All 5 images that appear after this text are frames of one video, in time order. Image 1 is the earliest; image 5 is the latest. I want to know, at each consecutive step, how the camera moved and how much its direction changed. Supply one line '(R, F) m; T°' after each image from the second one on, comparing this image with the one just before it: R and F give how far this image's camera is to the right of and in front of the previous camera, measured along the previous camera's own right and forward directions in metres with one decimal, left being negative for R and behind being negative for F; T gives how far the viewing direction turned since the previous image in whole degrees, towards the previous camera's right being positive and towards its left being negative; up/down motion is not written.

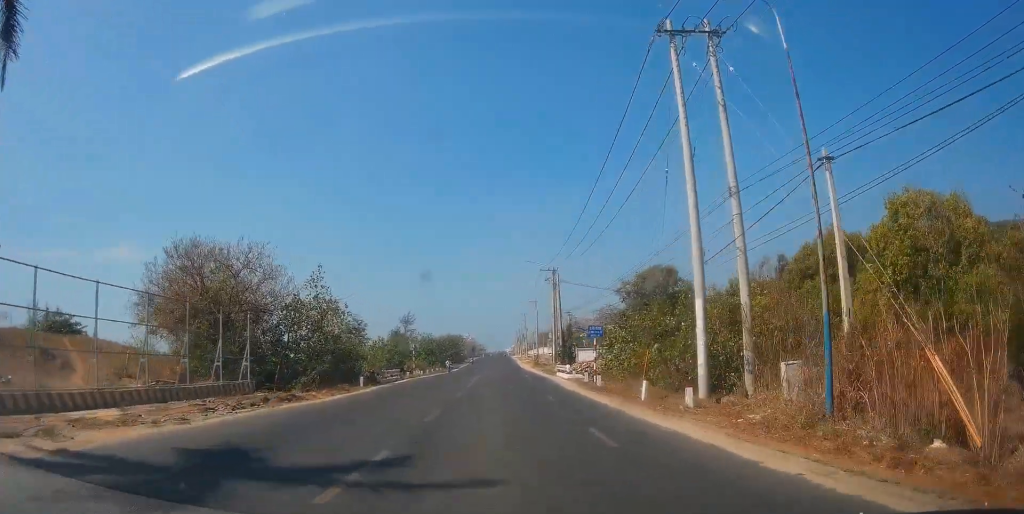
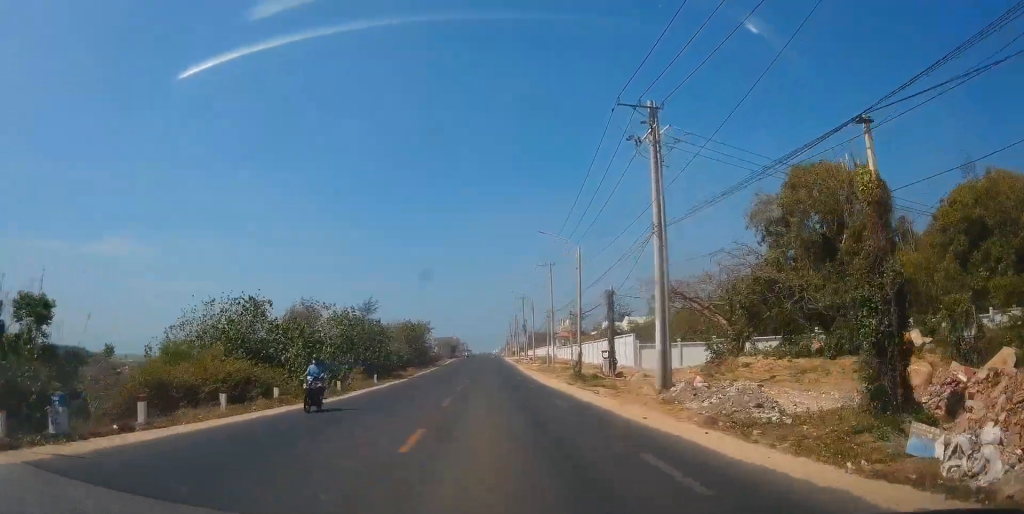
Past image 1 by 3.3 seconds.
(+0.3, +53.2) m; +1°
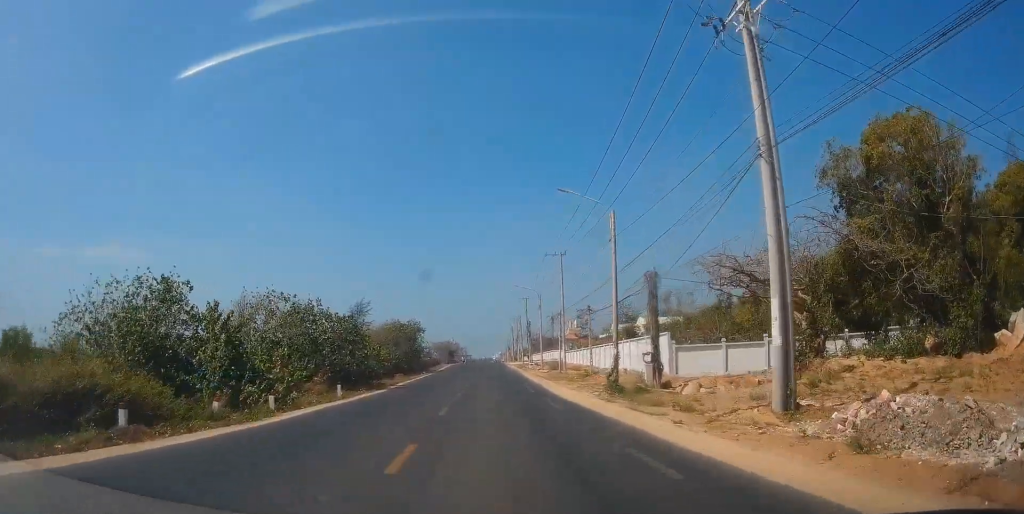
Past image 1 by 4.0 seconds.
(-0.2, +10.7) m; 0°
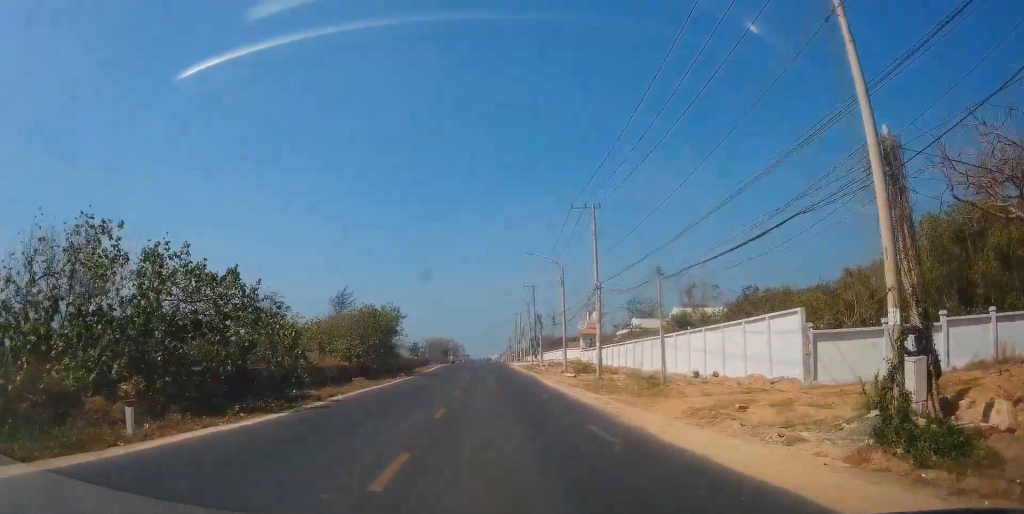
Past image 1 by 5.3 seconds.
(+0.5, +19.9) m; 0°
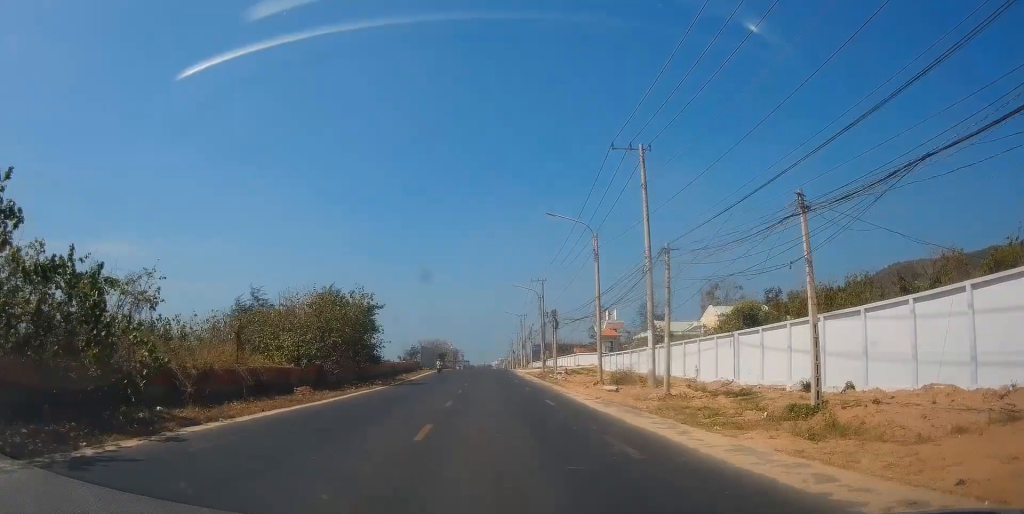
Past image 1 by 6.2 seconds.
(-0.3, +14.0) m; -1°
